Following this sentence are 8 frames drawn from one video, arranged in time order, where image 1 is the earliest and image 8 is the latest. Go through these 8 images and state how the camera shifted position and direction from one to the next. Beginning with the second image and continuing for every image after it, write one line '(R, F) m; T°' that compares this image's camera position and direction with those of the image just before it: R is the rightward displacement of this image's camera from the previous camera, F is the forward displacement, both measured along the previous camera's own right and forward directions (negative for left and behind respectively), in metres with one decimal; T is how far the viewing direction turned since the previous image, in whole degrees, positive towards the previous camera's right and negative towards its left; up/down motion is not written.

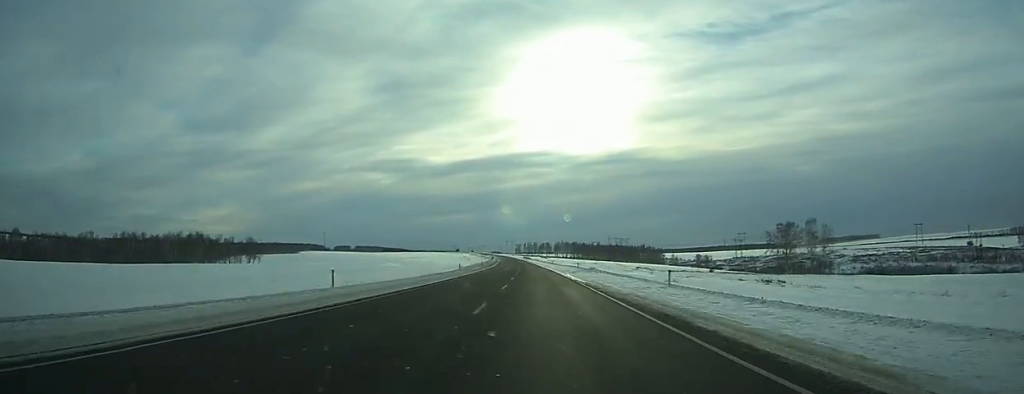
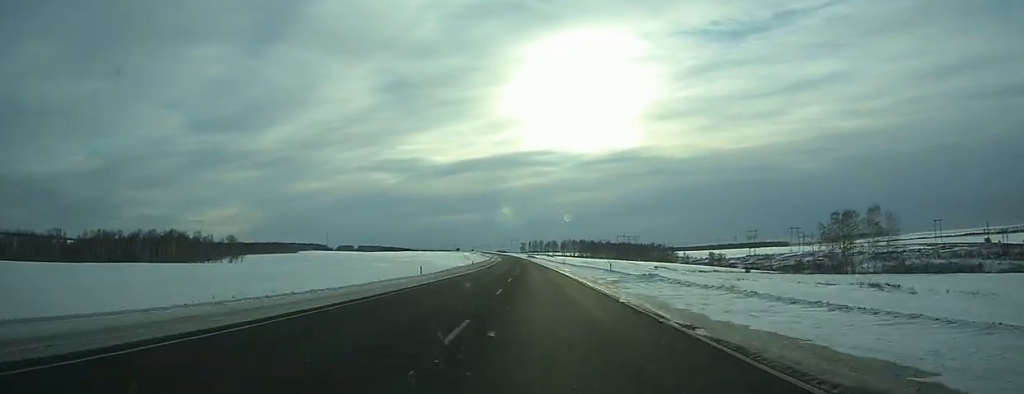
(0.0, +28.7) m; 0°
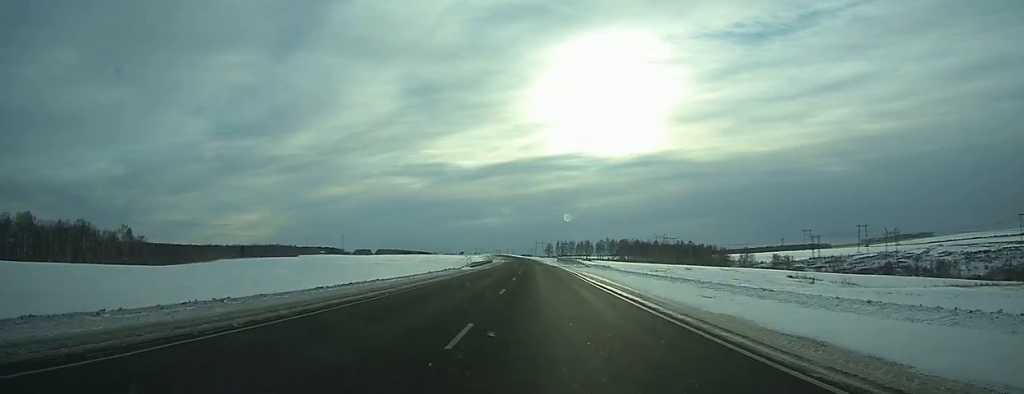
(-1.6, +102.4) m; -2°
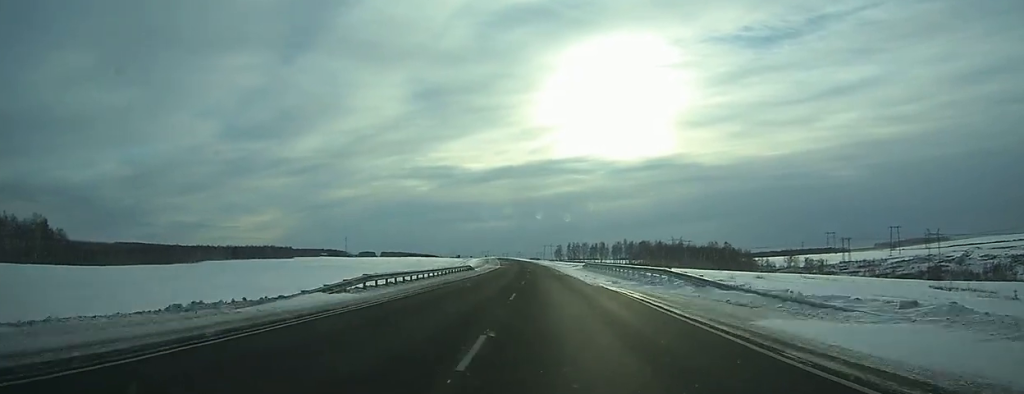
(-0.4, +45.7) m; -1°
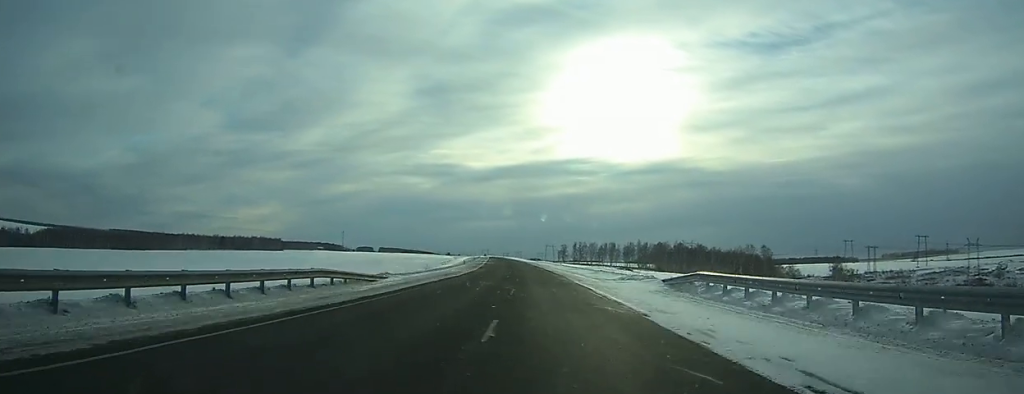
(-0.3, +43.6) m; -1°
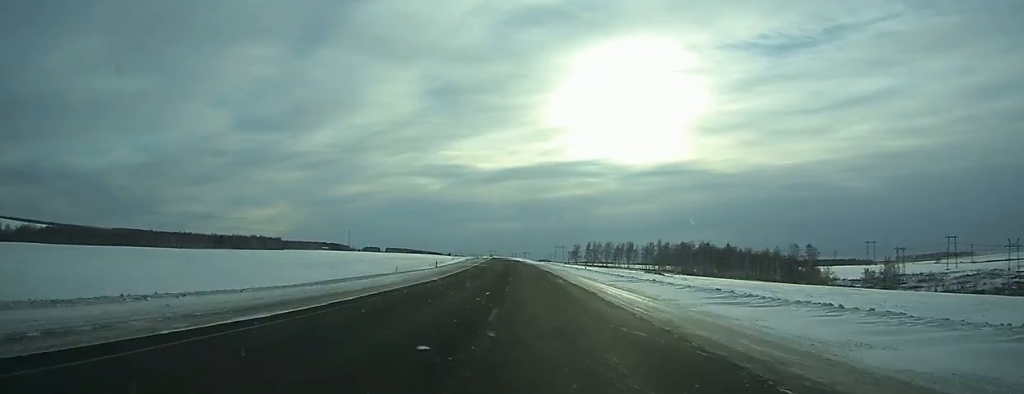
(-0.3, +32.3) m; -1°
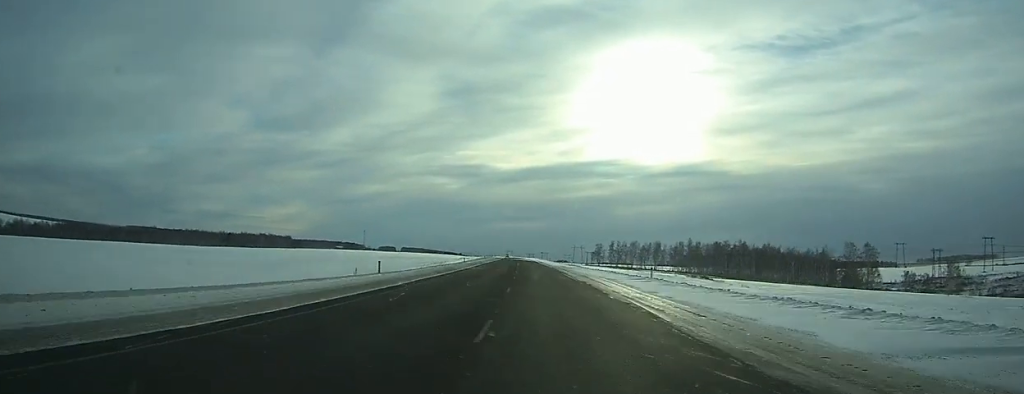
(0.0, +26.9) m; -1°
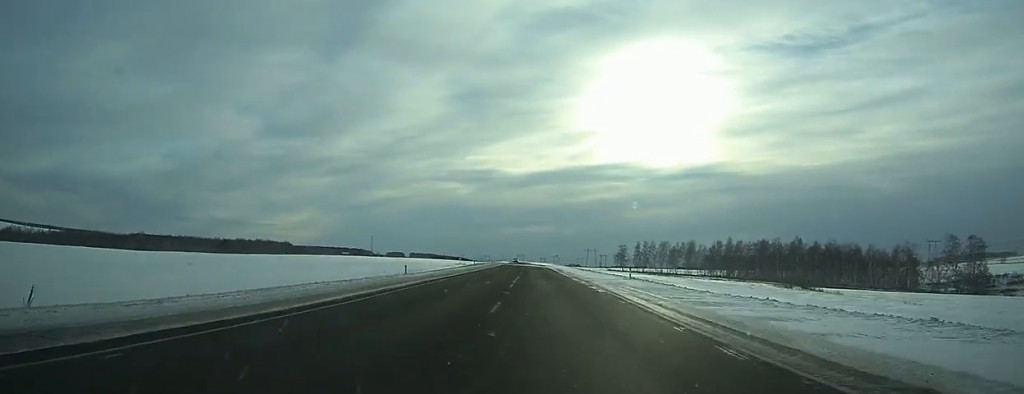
(-0.5, +43.4) m; -1°
